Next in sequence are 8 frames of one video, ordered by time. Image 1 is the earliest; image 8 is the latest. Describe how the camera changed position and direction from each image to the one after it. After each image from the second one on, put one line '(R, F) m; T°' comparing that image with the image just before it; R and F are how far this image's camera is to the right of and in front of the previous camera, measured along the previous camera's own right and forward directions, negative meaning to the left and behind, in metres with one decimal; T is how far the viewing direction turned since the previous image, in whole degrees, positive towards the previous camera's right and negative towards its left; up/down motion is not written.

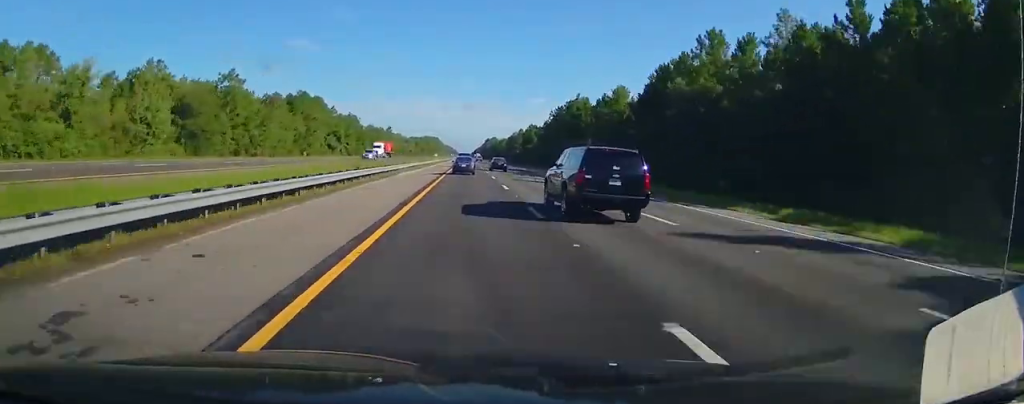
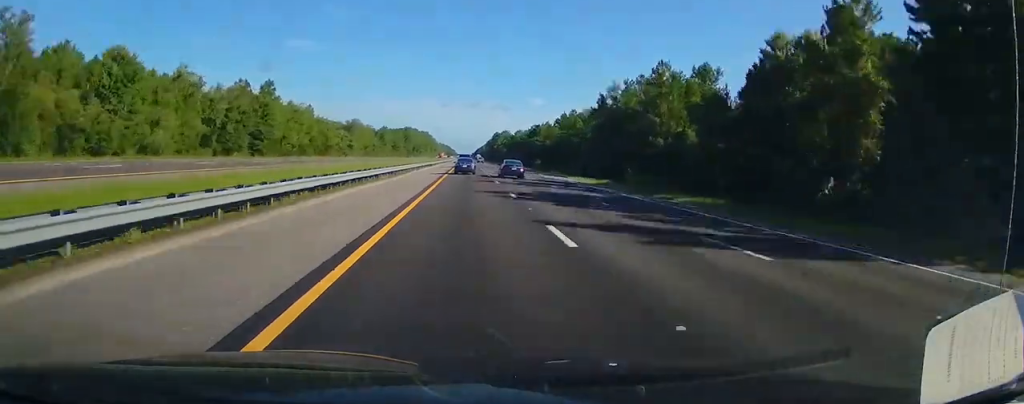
(+0.6, +189.1) m; 0°
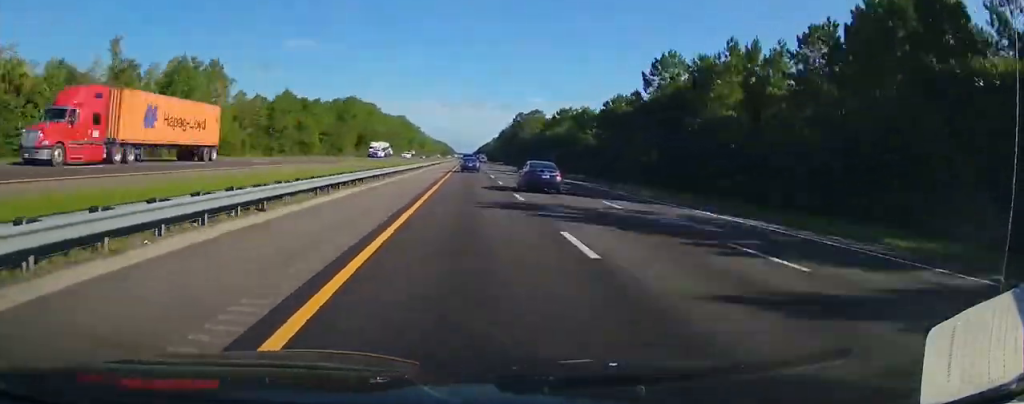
(0.0, +198.2) m; 0°
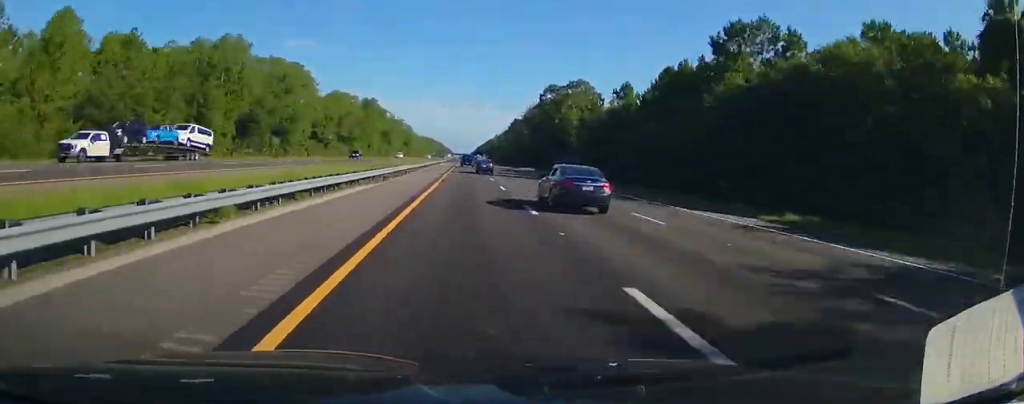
(-0.6, +103.5) m; 0°
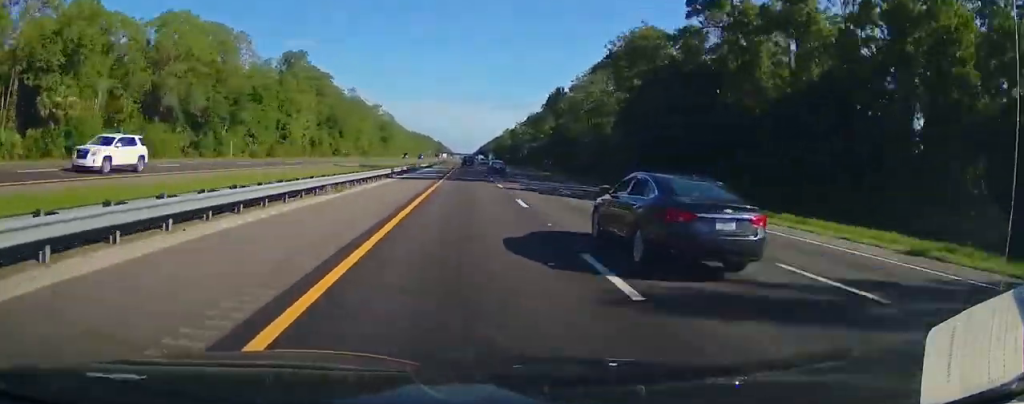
(+0.3, +108.2) m; 0°
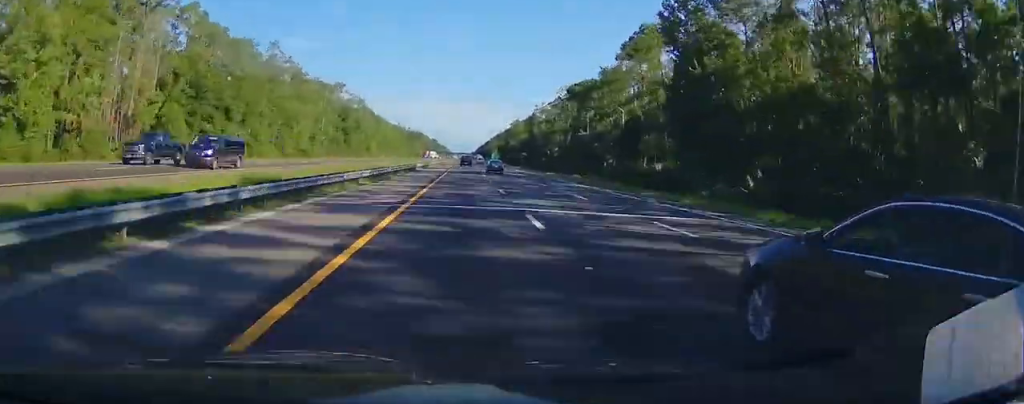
(+0.6, +79.9) m; 0°
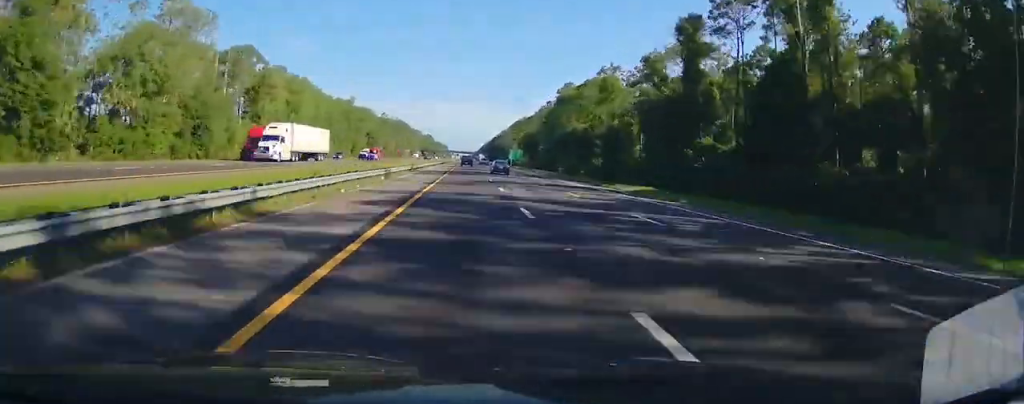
(-0.2, +145.5) m; +1°
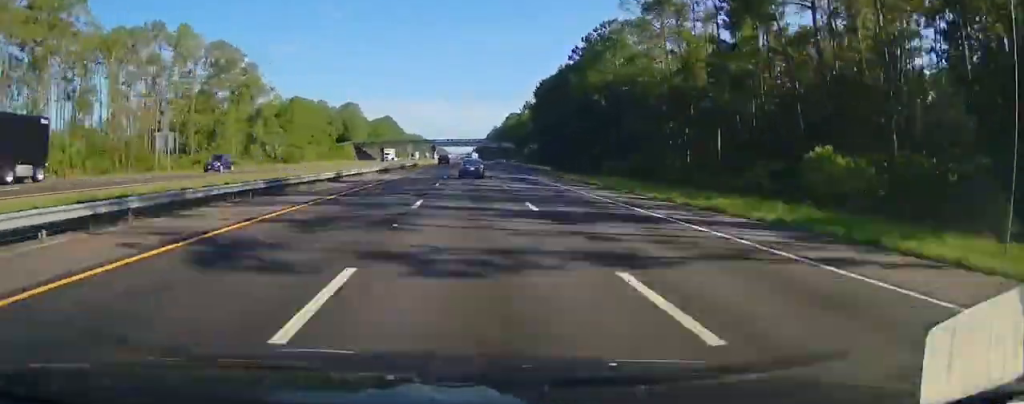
(+0.1, +291.8) m; -1°
